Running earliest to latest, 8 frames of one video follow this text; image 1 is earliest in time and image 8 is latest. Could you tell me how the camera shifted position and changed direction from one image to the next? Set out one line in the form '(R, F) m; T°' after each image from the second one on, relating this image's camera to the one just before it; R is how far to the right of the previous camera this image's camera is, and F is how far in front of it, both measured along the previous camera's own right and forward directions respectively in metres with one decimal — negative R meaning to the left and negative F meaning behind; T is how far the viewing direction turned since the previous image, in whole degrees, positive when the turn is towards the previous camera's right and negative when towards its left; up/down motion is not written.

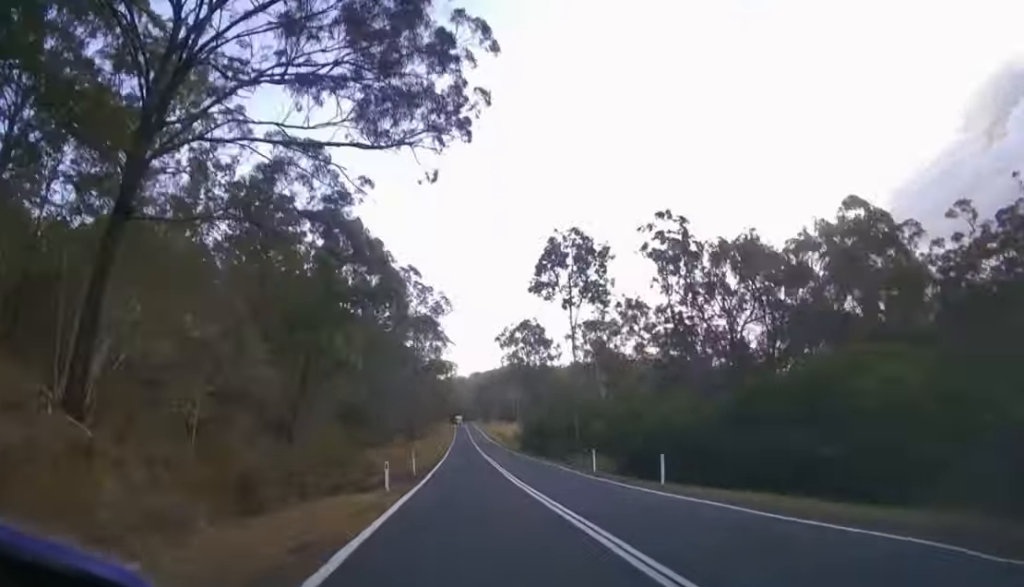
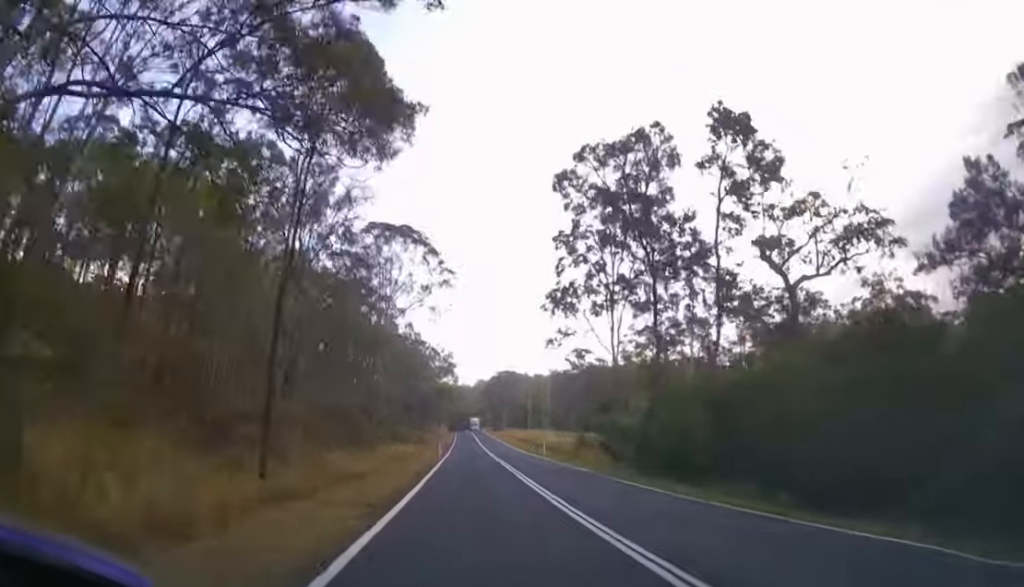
(+0.1, +41.3) m; 0°
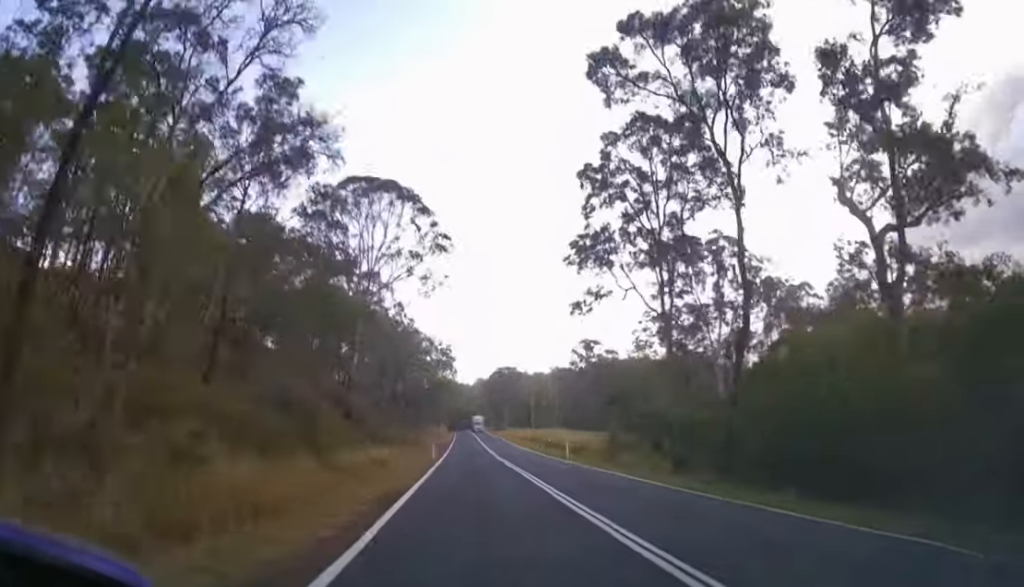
(0.0, +8.8) m; 0°
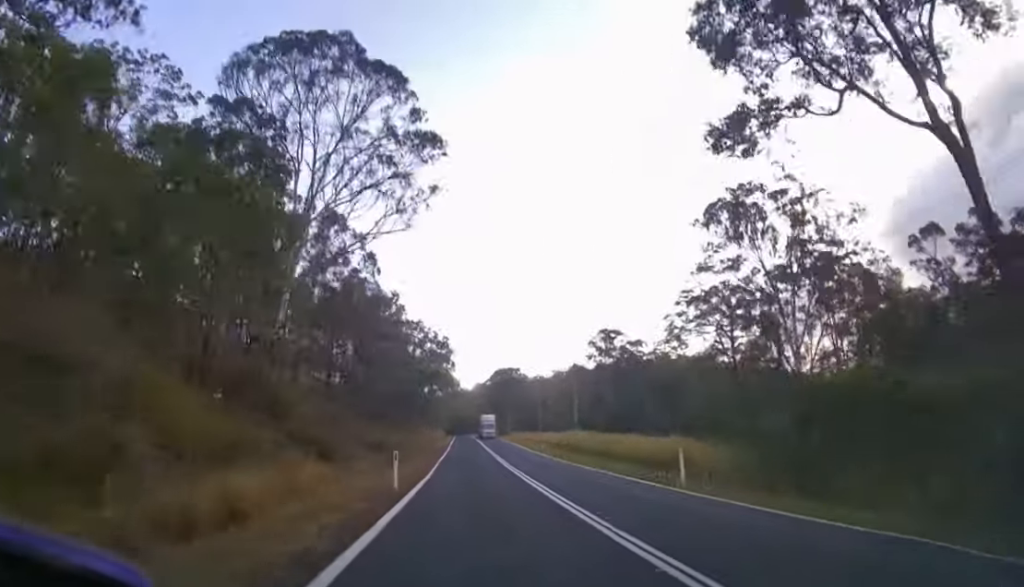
(0.0, +16.8) m; 0°
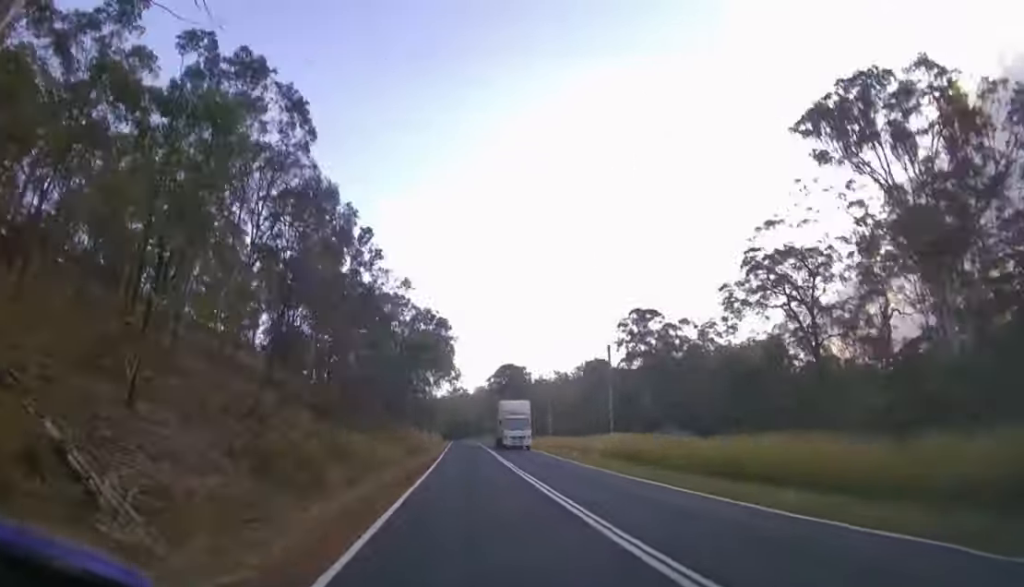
(0.0, +19.4) m; 0°
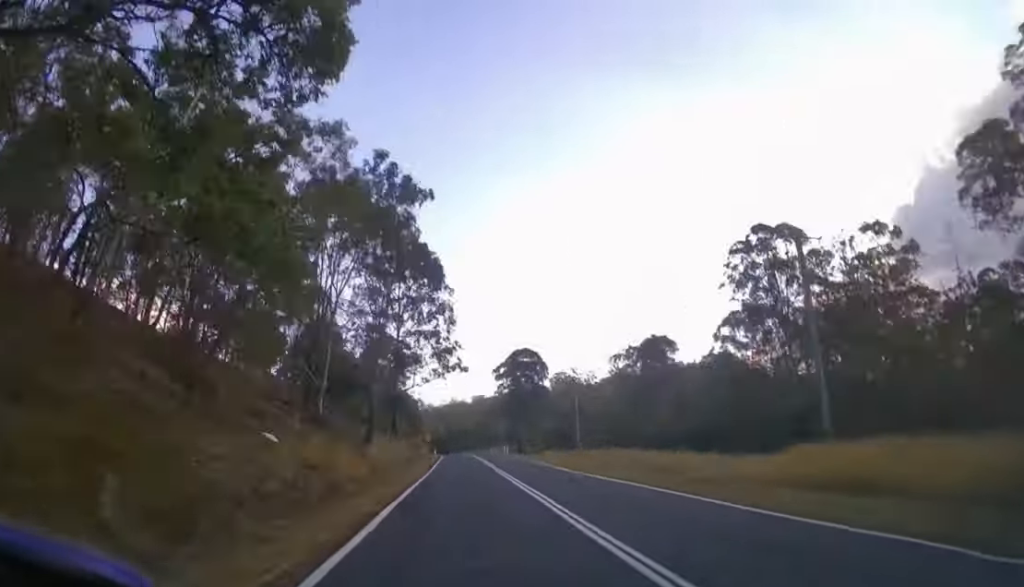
(0.0, +39.2) m; 0°
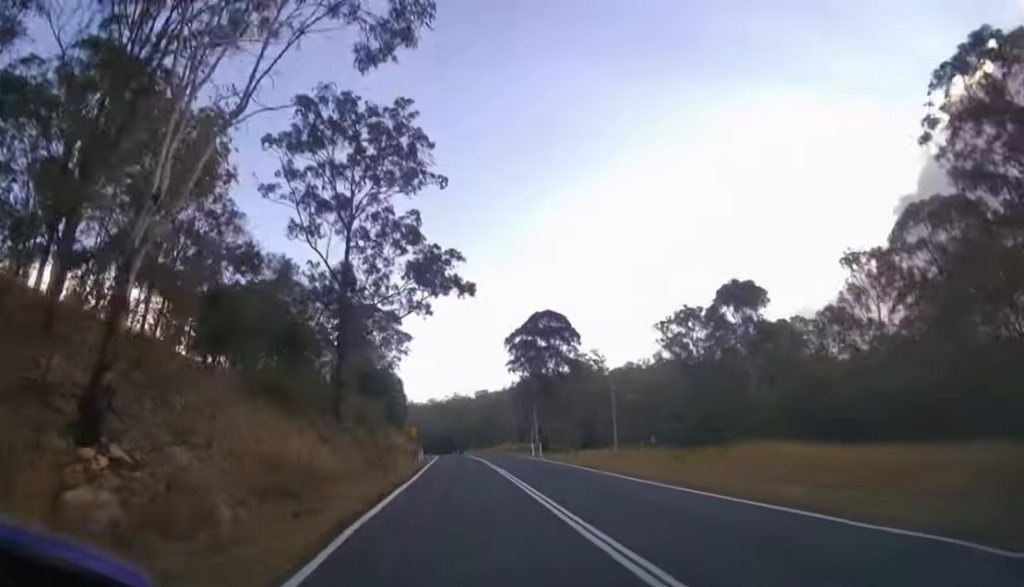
(0.0, +27.2) m; 0°
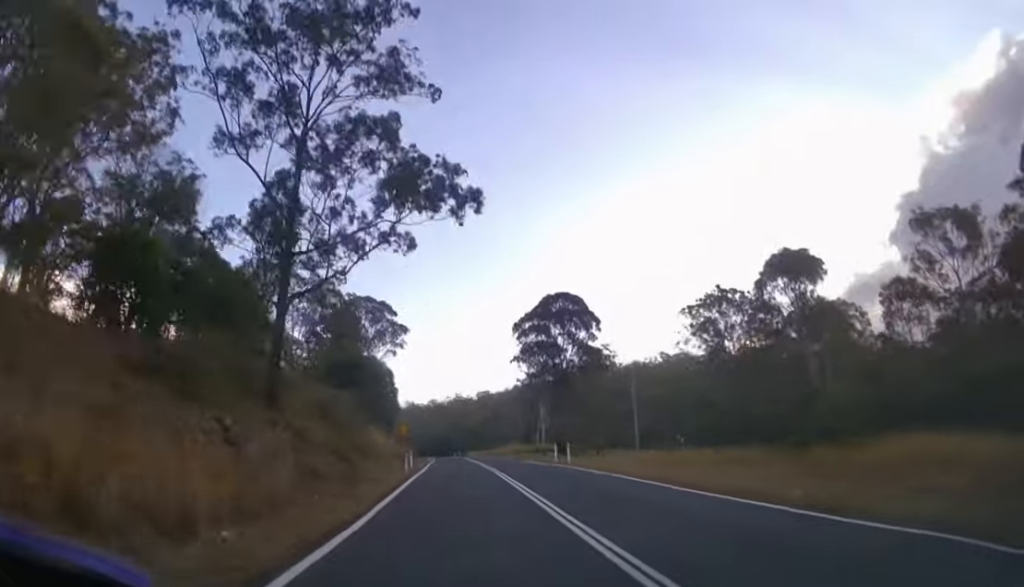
(0.0, +10.4) m; 0°
